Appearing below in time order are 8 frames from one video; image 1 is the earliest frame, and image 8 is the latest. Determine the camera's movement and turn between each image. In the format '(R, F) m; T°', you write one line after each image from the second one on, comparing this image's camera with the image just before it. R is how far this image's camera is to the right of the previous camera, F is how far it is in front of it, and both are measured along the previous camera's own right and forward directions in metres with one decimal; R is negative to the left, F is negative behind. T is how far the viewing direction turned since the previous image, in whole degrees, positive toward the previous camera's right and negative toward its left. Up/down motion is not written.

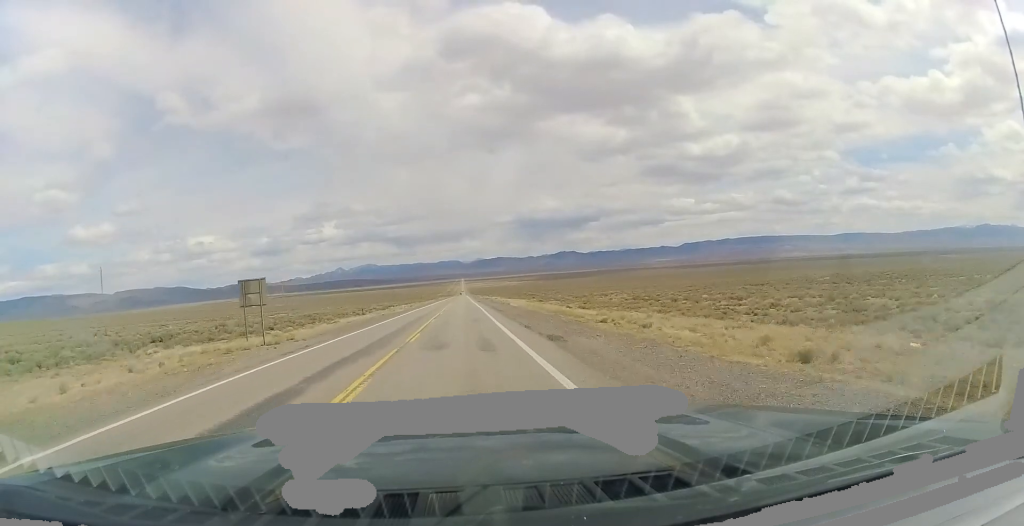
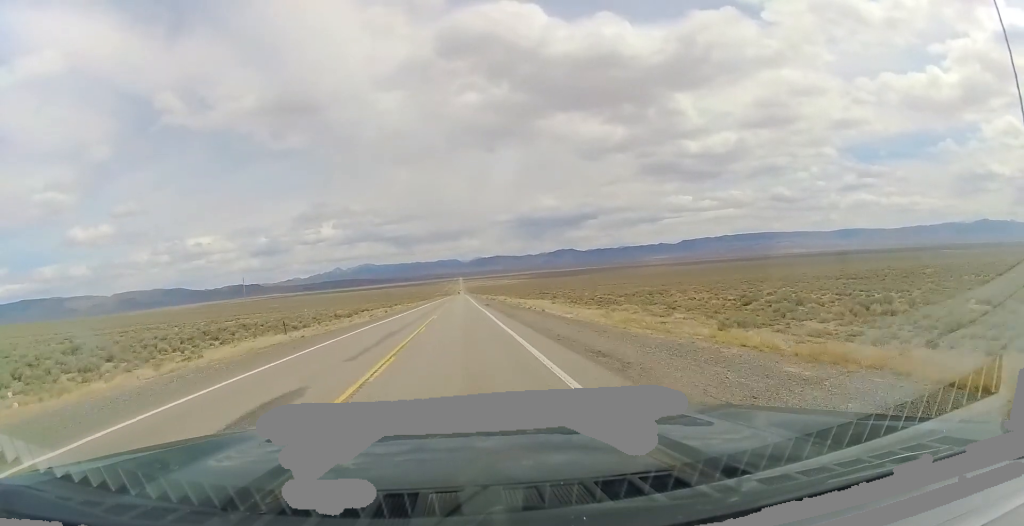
(+0.3, +33.2) m; +1°
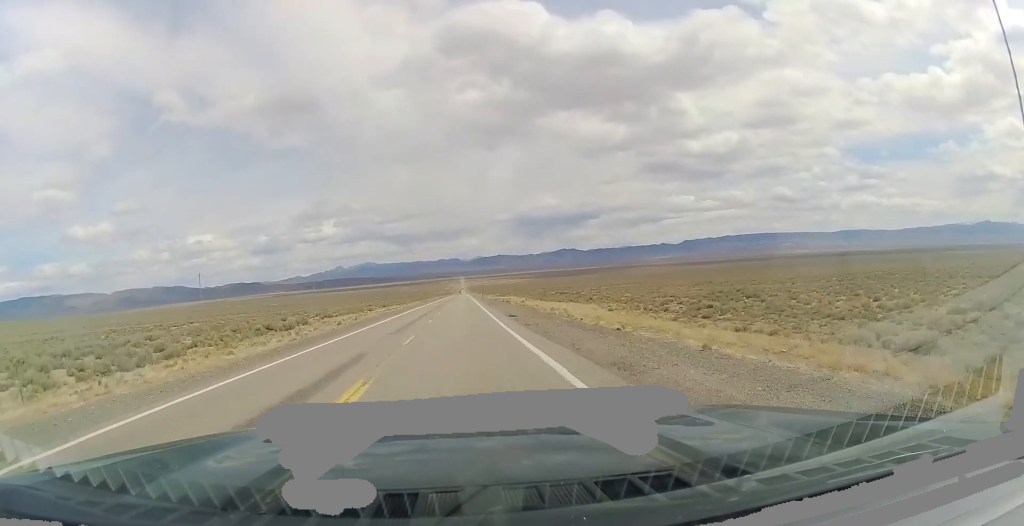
(+0.1, +28.7) m; +1°
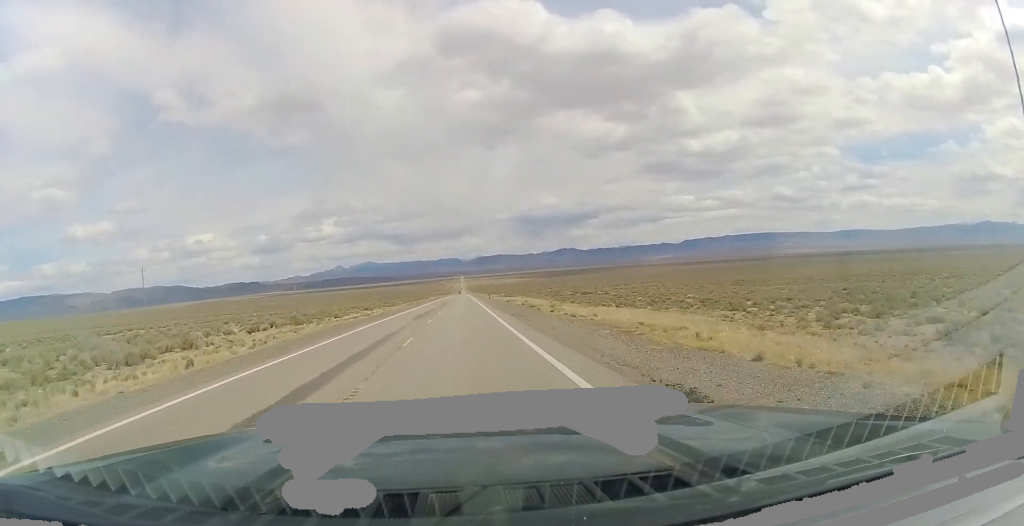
(+0.3, +25.7) m; +1°
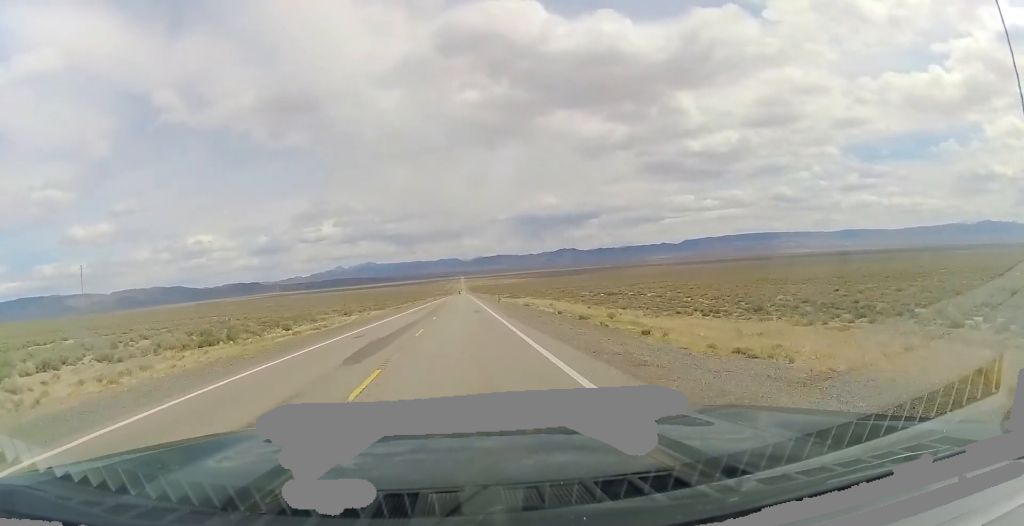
(+0.1, +20.5) m; 0°
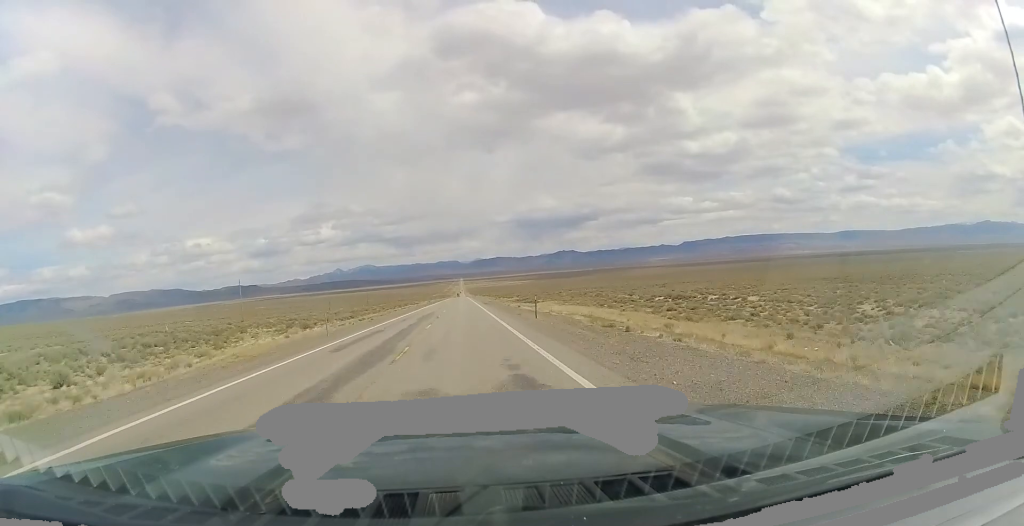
(-0.4, +30.9) m; -1°
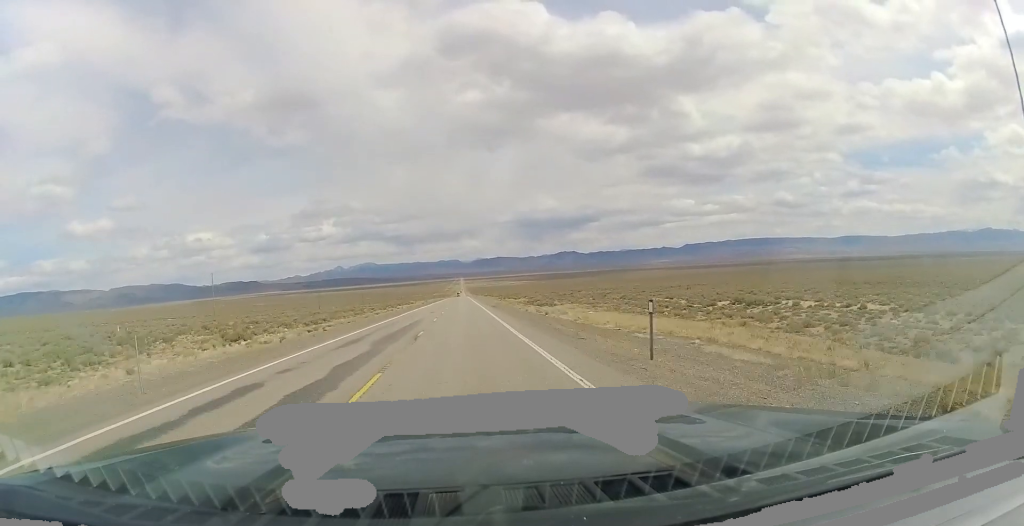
(-0.3, +18.2) m; 0°
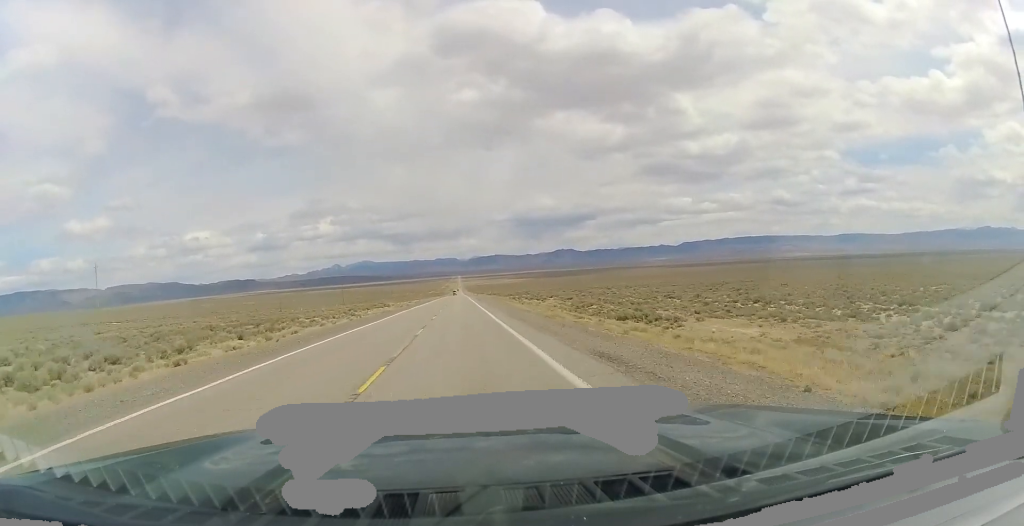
(0.0, +48.1) m; 0°
